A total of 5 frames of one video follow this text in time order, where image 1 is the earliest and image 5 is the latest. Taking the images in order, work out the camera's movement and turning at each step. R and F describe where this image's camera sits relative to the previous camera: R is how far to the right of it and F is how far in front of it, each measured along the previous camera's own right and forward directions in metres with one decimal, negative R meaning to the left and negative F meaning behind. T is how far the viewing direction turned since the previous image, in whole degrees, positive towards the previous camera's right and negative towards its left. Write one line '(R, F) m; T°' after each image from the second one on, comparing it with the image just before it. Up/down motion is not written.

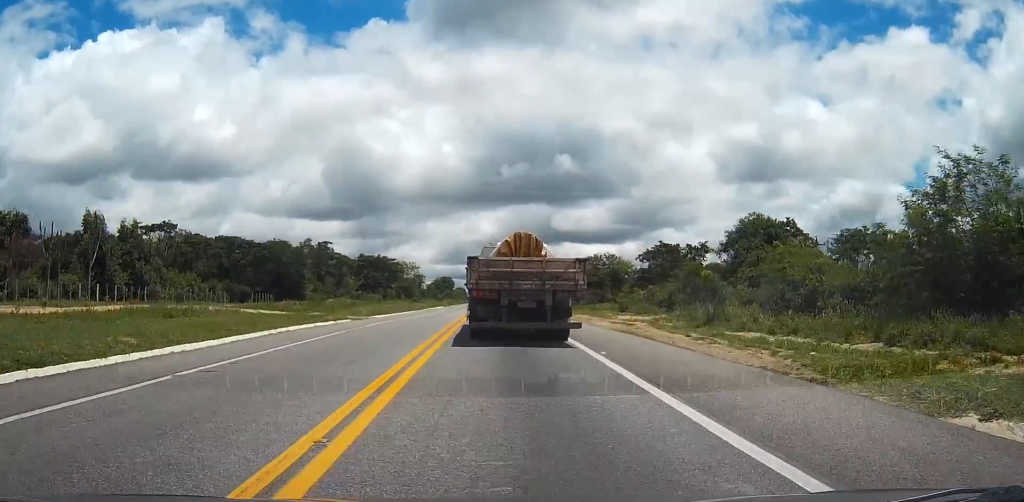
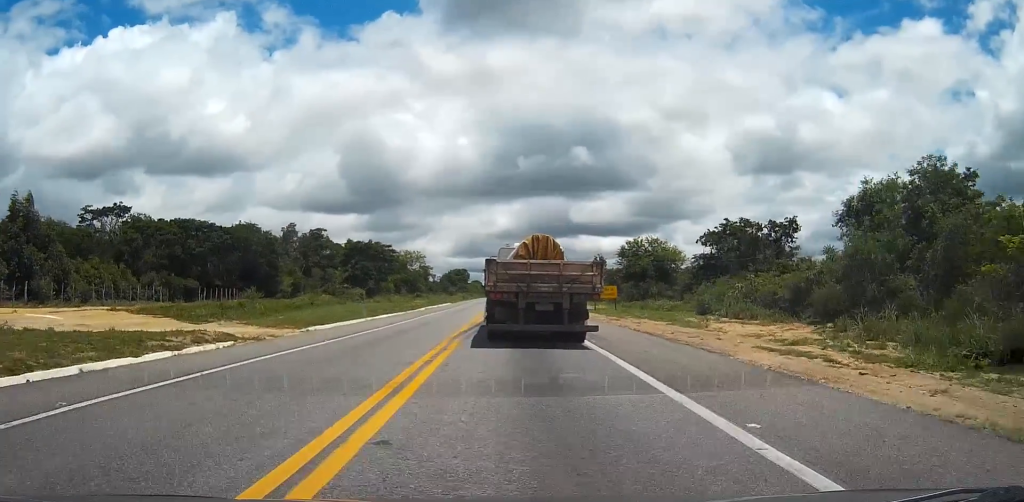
(-0.3, +21.6) m; -2°
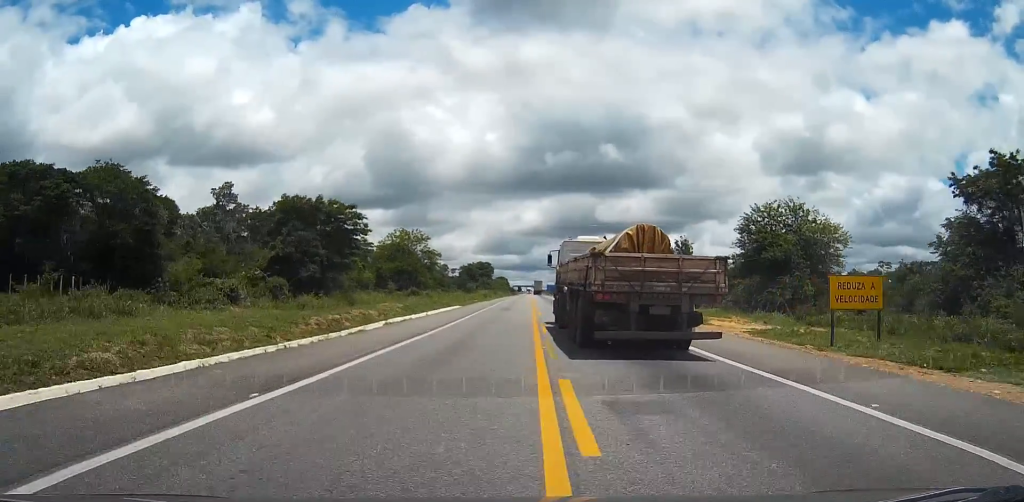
(-0.6, +40.2) m; -1°
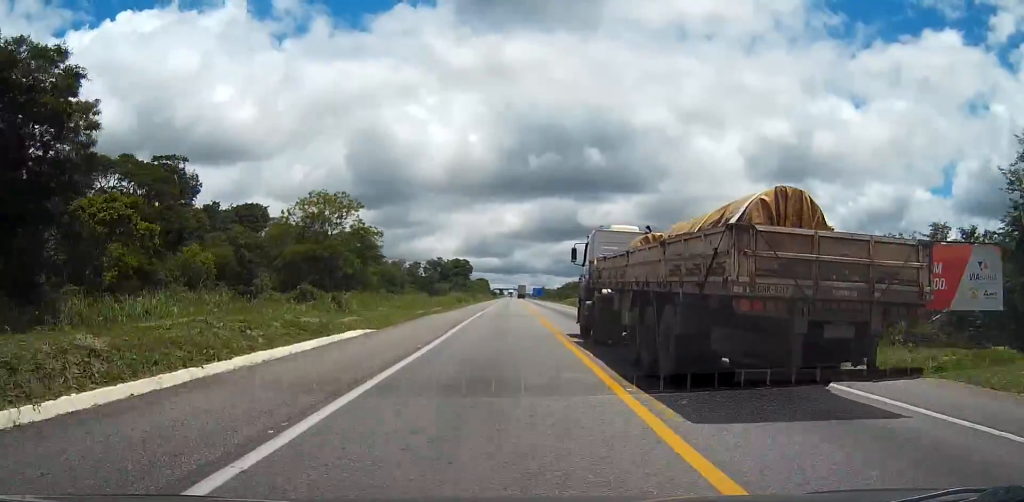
(+0.8, +39.3) m; +2°
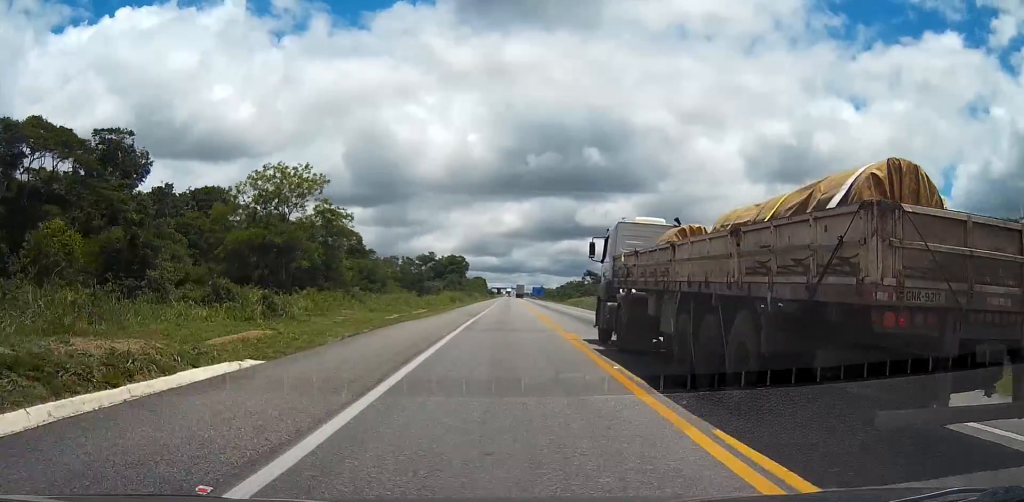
(0.0, +13.2) m; 0°
